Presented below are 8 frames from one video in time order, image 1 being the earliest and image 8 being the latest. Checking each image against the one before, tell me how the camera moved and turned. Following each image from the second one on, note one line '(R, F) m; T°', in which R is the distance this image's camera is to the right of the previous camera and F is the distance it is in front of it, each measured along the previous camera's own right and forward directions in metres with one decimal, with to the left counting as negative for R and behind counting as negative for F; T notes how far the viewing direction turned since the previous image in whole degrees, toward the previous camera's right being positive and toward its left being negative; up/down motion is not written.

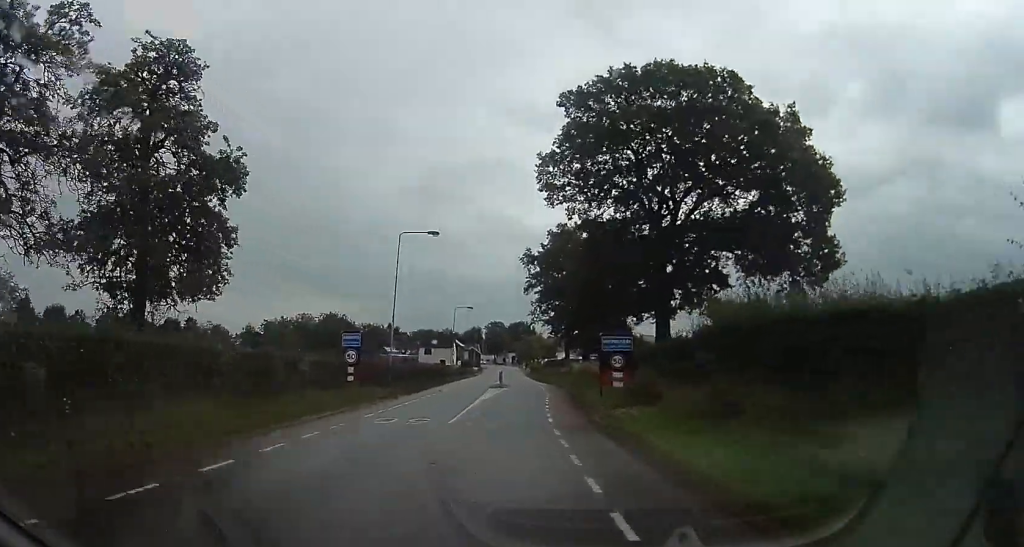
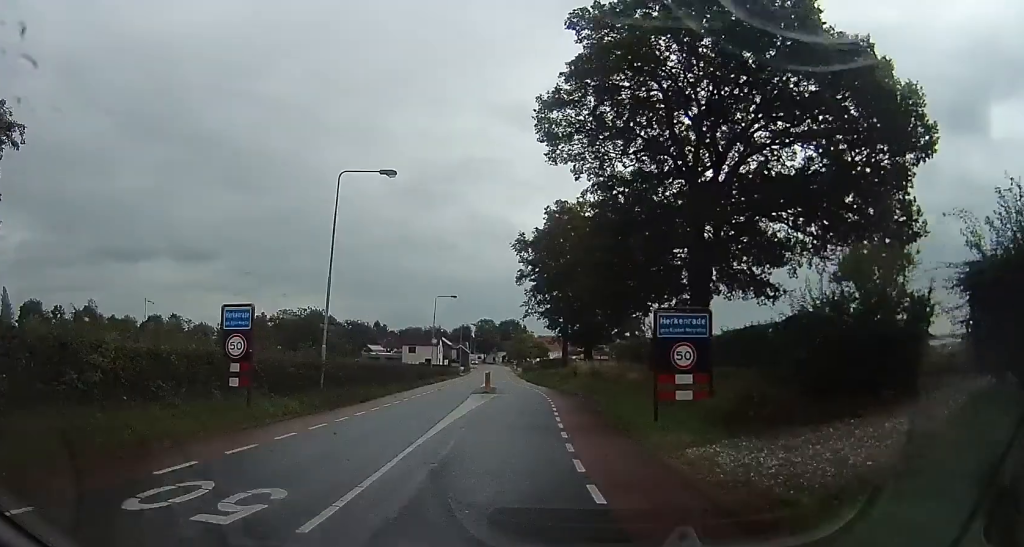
(-0.3, +9.5) m; +4°
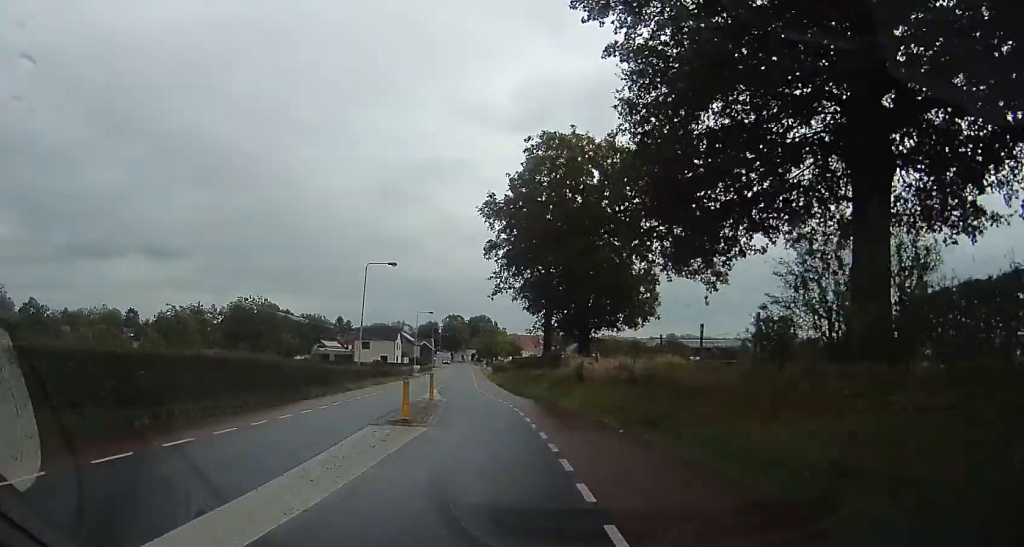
(+1.1, +17.5) m; +1°
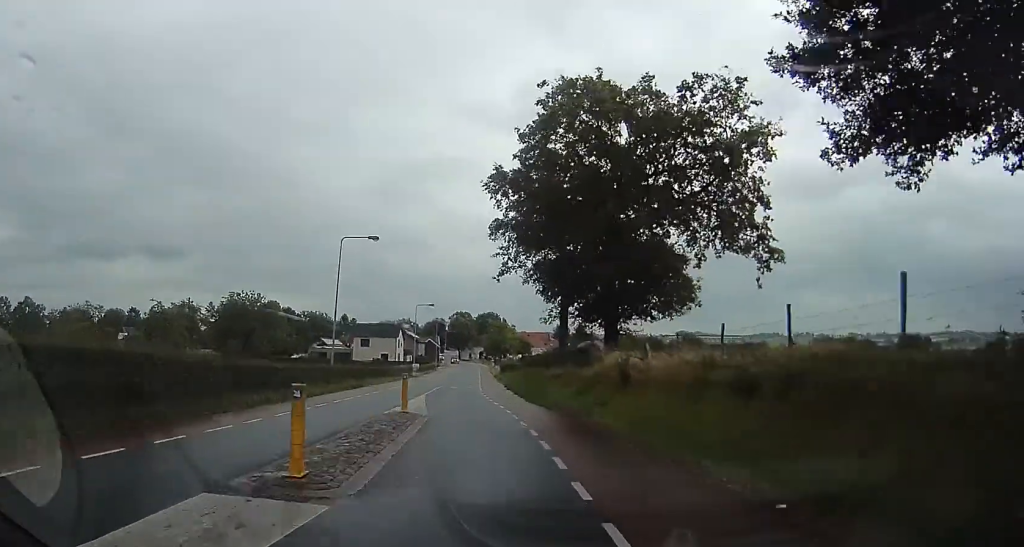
(-0.8, +7.8) m; 0°
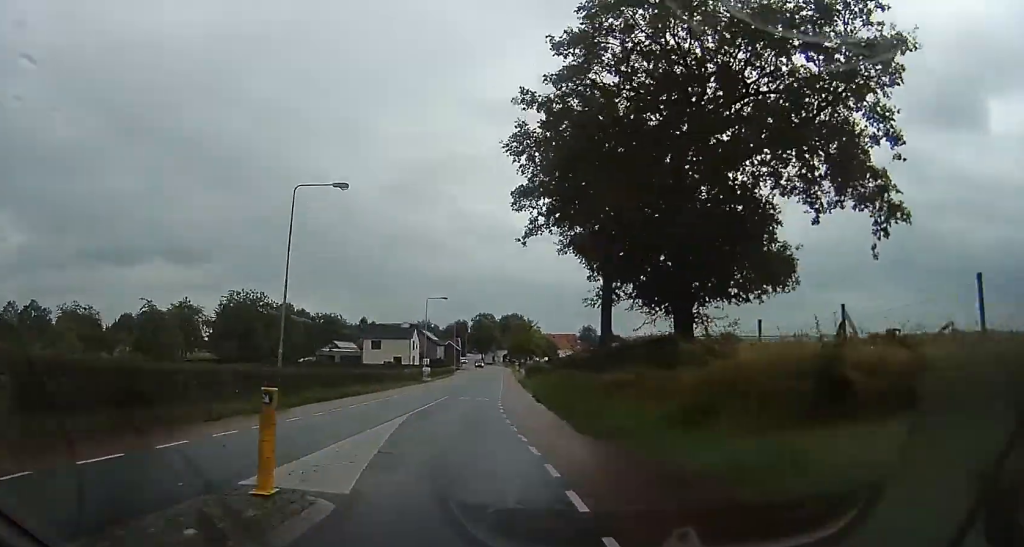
(+0.9, +10.2) m; 0°
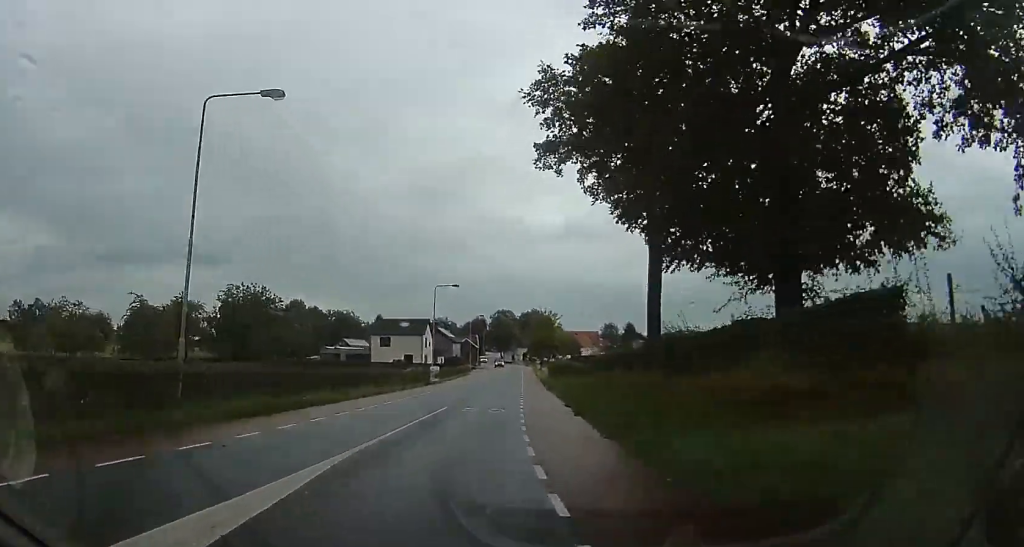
(+0.2, +8.0) m; -1°
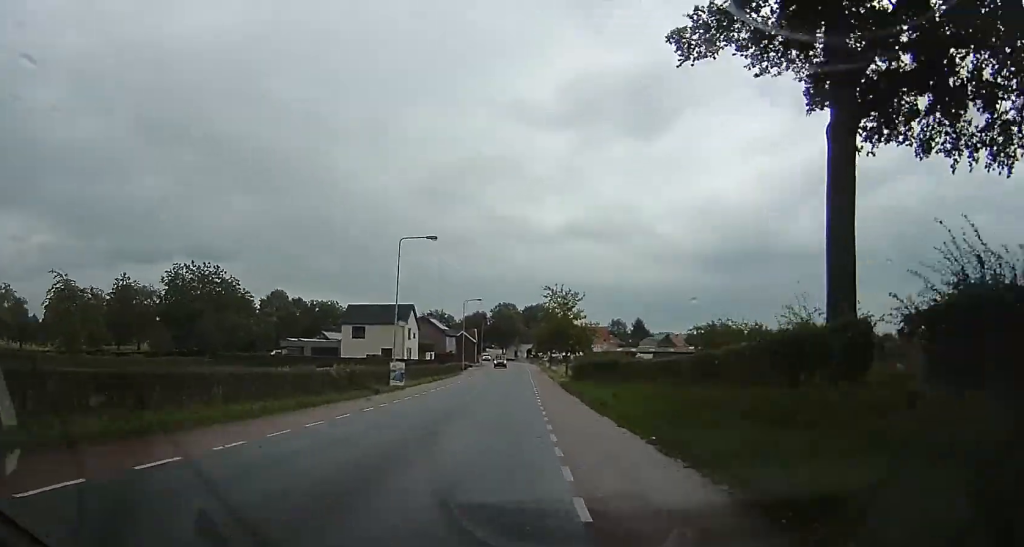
(-1.3, +17.8) m; -1°
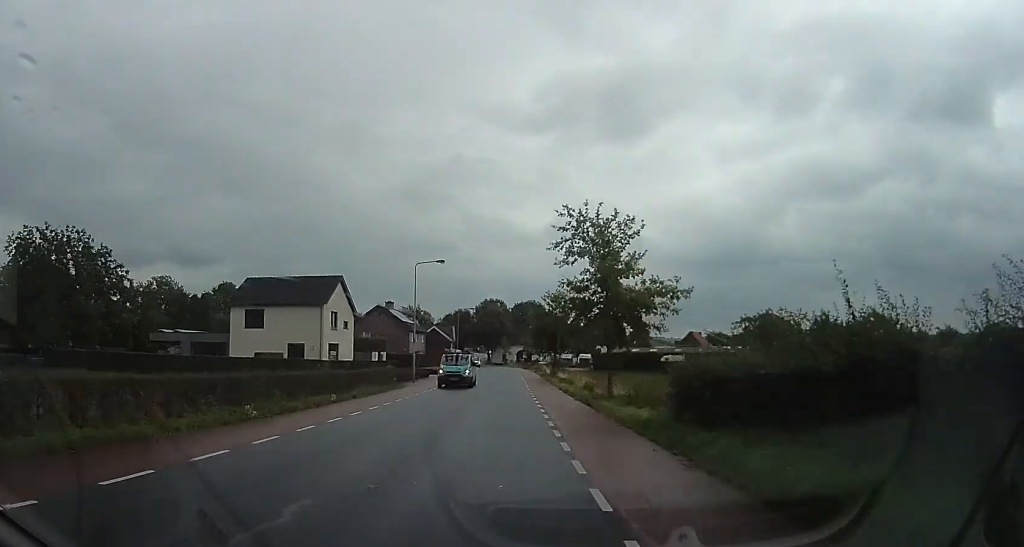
(+1.7, +27.3) m; +1°
